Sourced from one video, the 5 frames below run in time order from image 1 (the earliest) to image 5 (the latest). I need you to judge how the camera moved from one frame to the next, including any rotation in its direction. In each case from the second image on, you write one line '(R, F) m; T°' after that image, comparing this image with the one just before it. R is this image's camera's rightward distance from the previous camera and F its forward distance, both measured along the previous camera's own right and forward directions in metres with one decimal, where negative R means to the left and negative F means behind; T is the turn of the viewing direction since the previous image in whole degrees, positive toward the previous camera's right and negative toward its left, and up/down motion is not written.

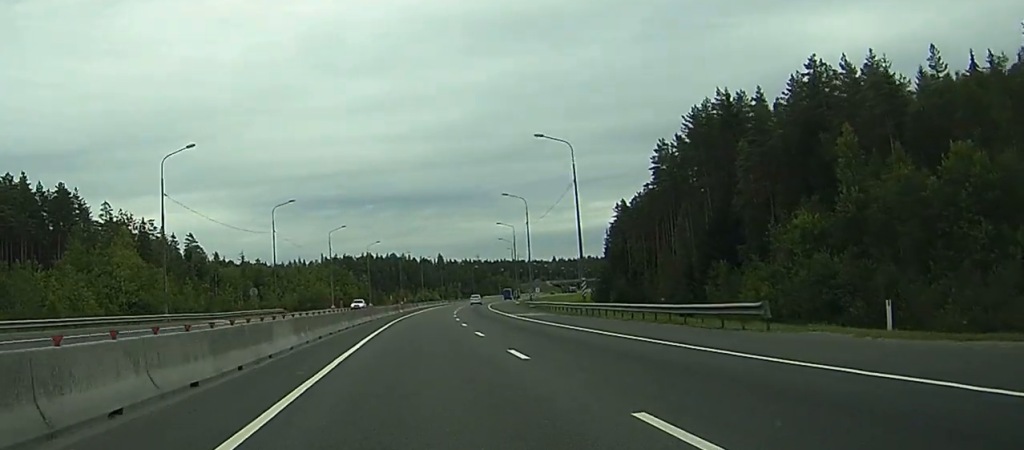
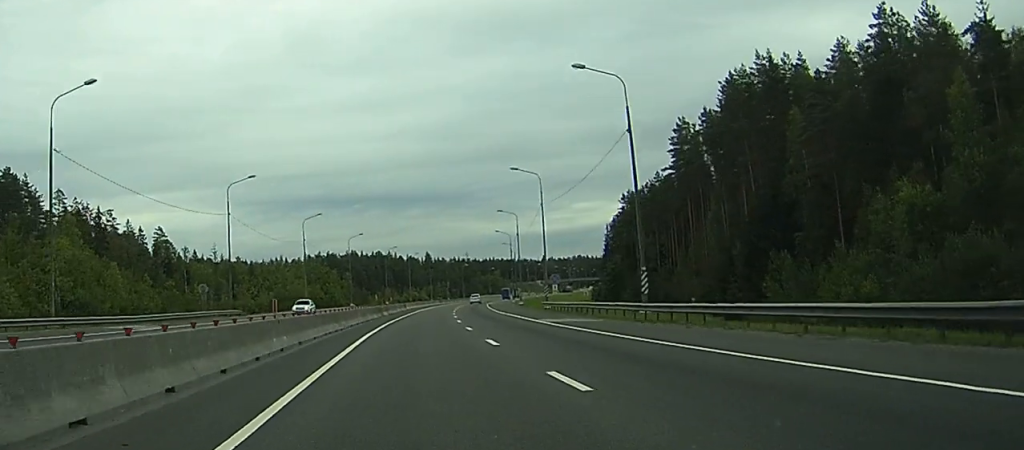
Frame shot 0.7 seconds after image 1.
(+0.3, +18.3) m; +1°
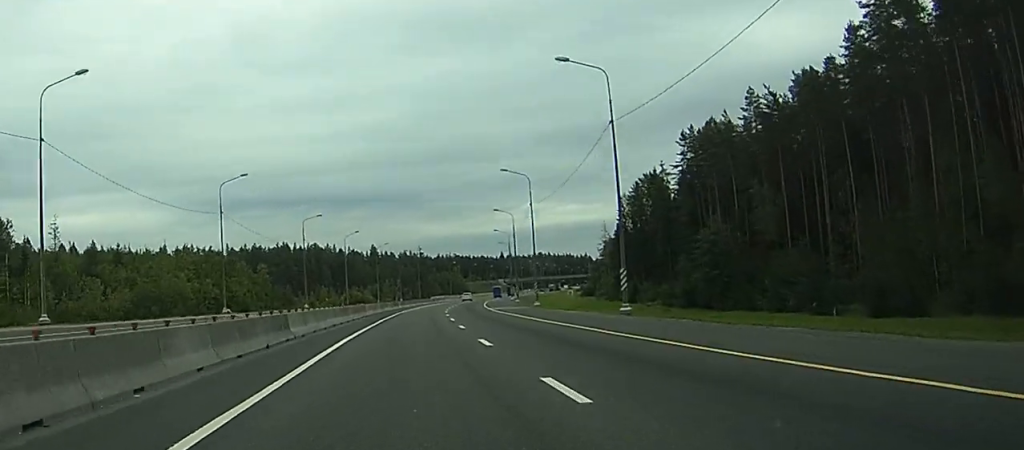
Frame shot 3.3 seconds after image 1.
(+2.5, +72.7) m; +4°
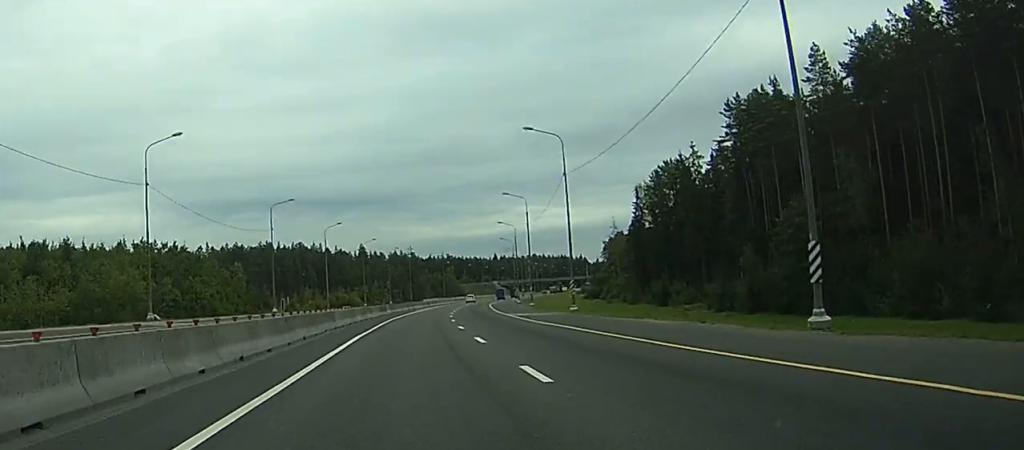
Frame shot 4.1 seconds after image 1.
(+0.2, +20.7) m; +1°
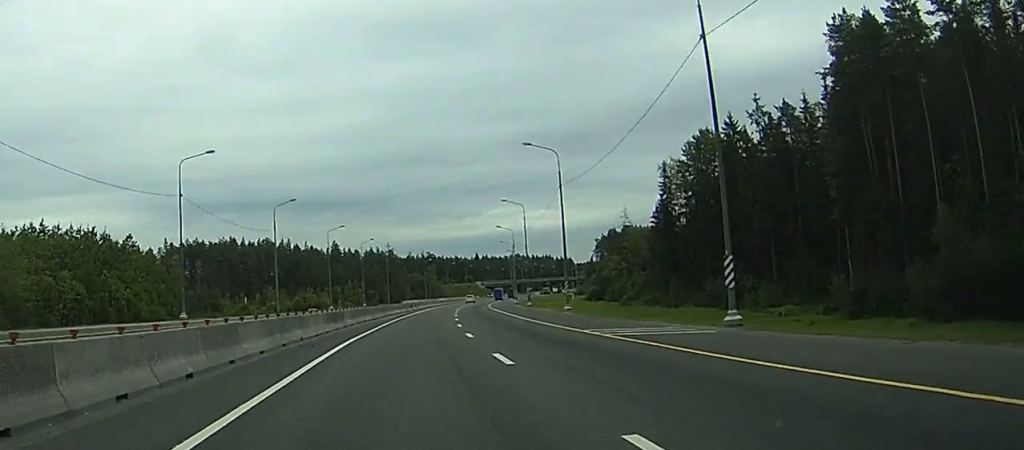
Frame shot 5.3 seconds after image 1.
(+0.4, +31.4) m; +1°
